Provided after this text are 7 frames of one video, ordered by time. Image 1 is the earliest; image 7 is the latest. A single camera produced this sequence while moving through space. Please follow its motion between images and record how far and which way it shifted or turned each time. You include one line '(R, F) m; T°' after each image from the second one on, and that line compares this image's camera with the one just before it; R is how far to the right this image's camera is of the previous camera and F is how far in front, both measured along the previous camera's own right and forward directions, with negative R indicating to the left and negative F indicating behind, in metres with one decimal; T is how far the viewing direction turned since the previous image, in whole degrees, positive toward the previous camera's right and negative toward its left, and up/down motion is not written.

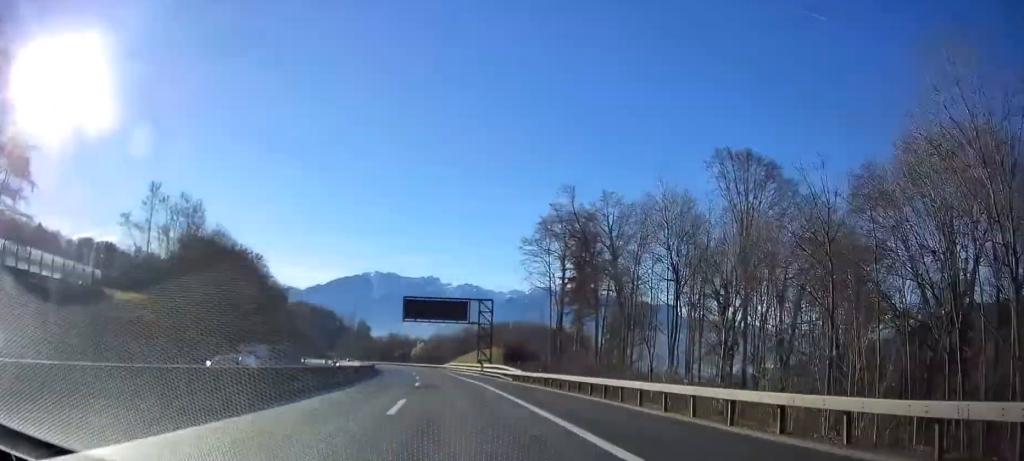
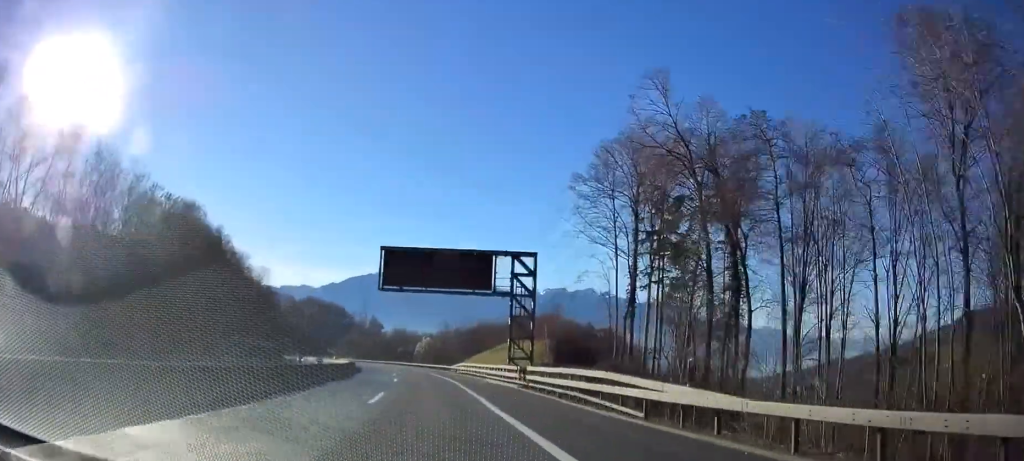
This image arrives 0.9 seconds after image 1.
(-0.5, +31.6) m; -2°
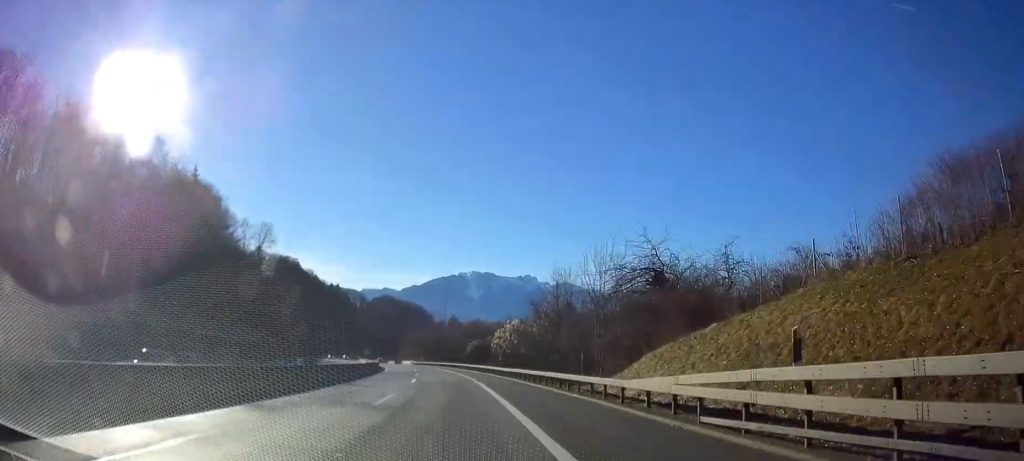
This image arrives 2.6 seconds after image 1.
(-2.8, +55.3) m; -6°
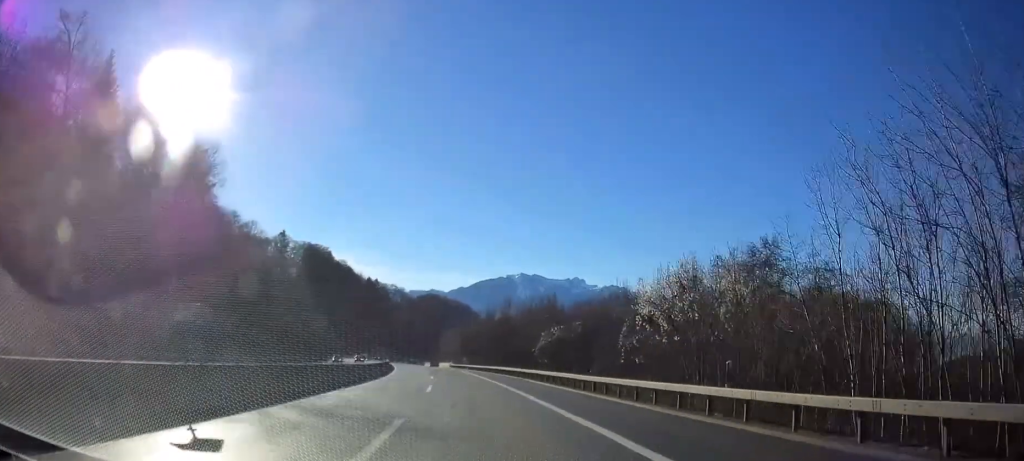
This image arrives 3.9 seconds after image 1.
(-2.1, +45.2) m; -5°
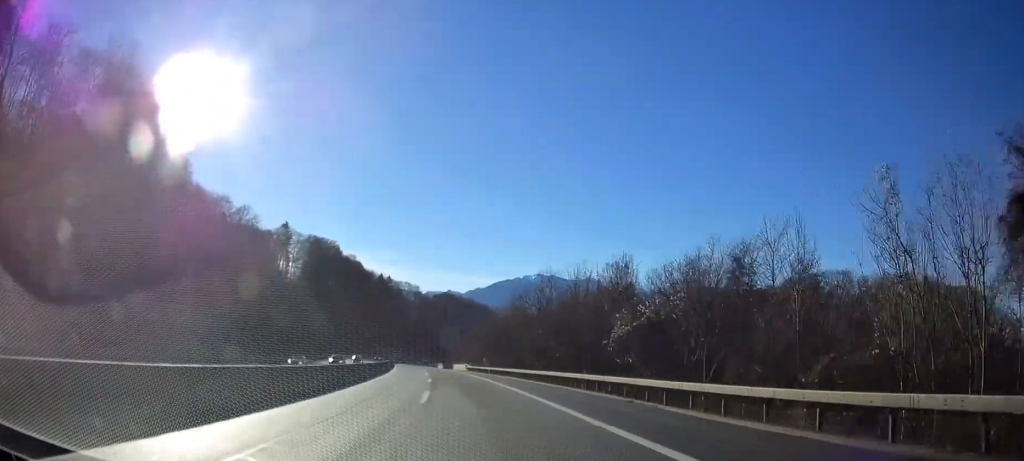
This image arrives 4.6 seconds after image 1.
(-0.5, +24.9) m; -2°
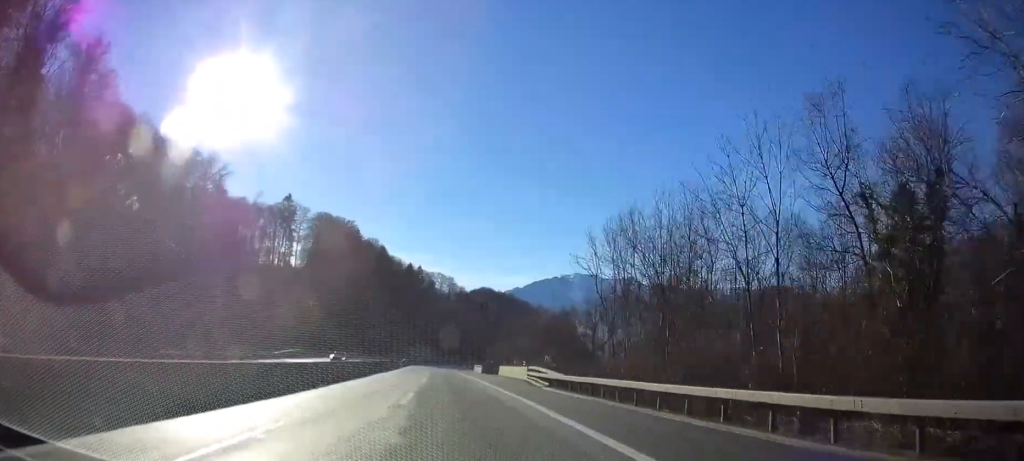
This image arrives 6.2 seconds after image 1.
(-1.6, +54.2) m; -3°
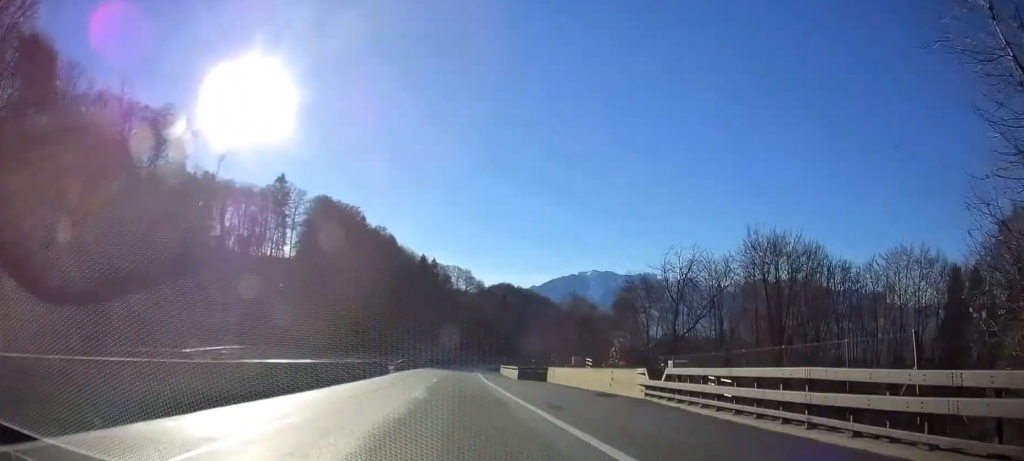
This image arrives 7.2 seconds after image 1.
(-0.4, +31.6) m; -1°
